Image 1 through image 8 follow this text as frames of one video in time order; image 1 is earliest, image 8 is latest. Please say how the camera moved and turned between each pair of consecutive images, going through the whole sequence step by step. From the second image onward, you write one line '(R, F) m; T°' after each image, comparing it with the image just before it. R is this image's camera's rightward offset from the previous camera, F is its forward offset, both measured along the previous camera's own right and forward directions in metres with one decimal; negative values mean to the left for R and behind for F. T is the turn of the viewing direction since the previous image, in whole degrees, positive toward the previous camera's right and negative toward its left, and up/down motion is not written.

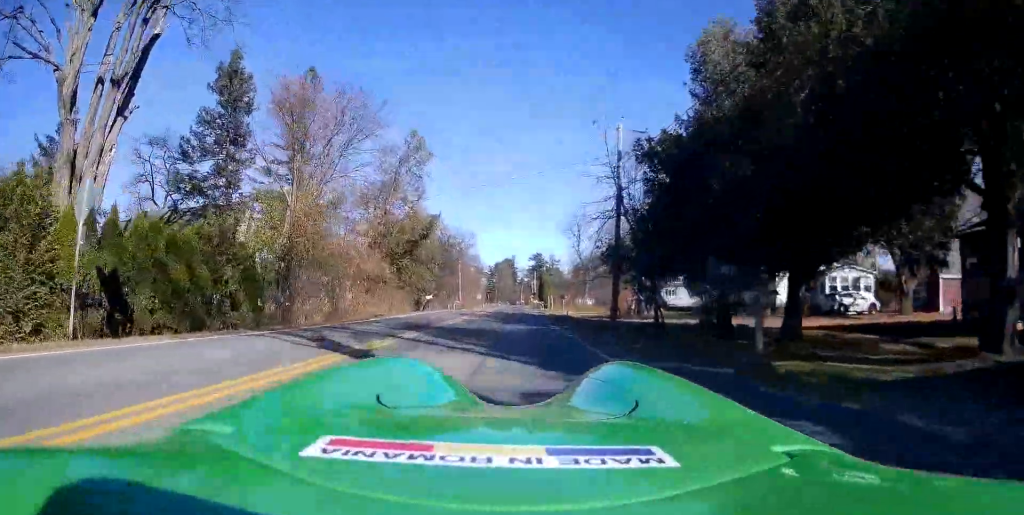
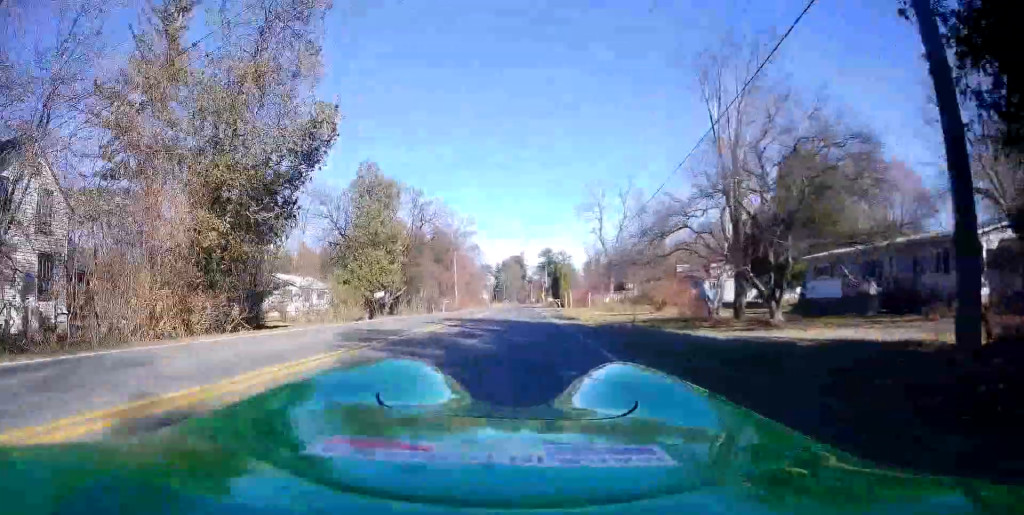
(+0.7, +19.4) m; +2°
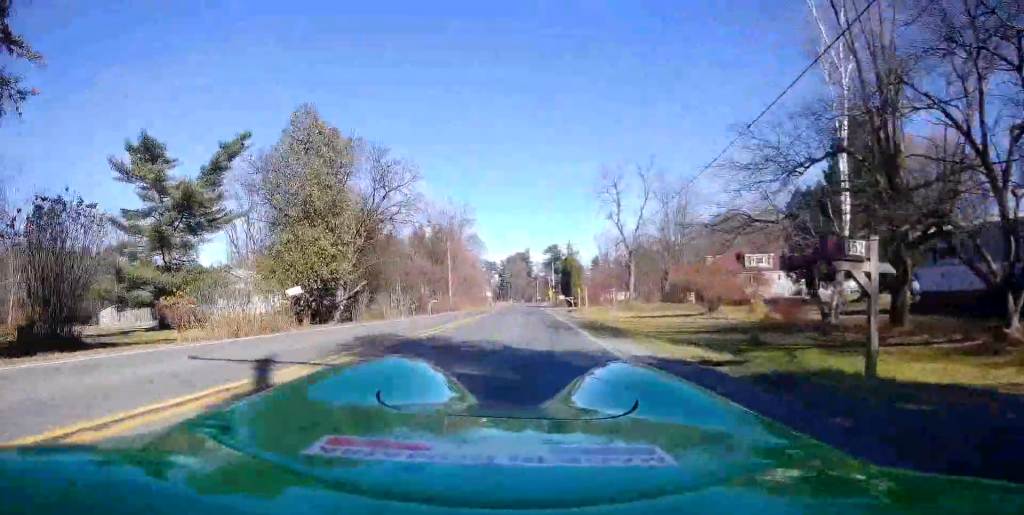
(0.0, +12.0) m; 0°
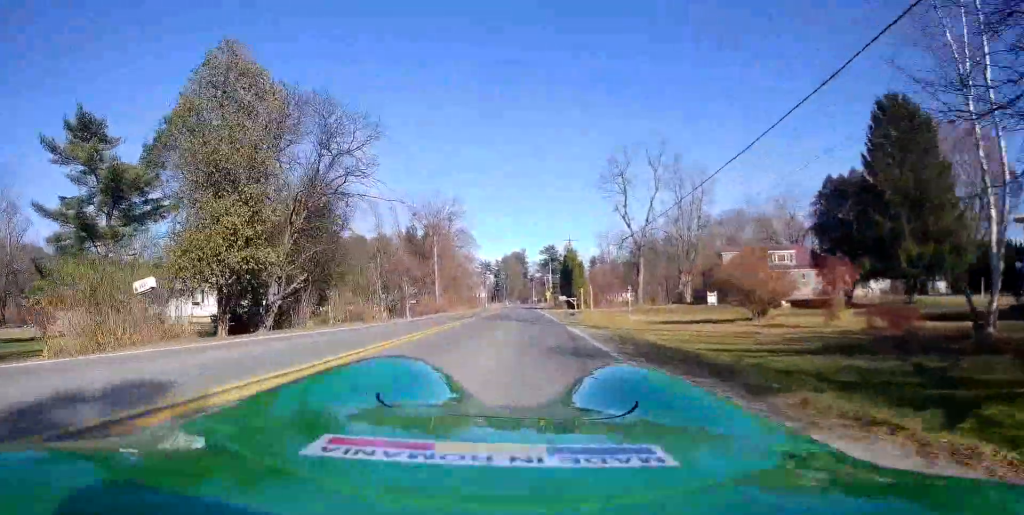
(+0.1, +8.1) m; -1°
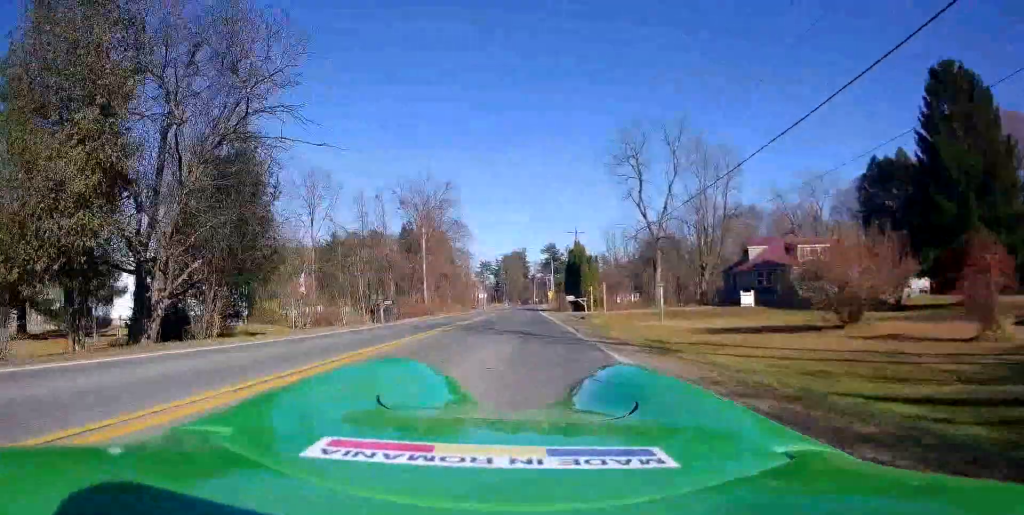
(-0.2, +7.6) m; -1°
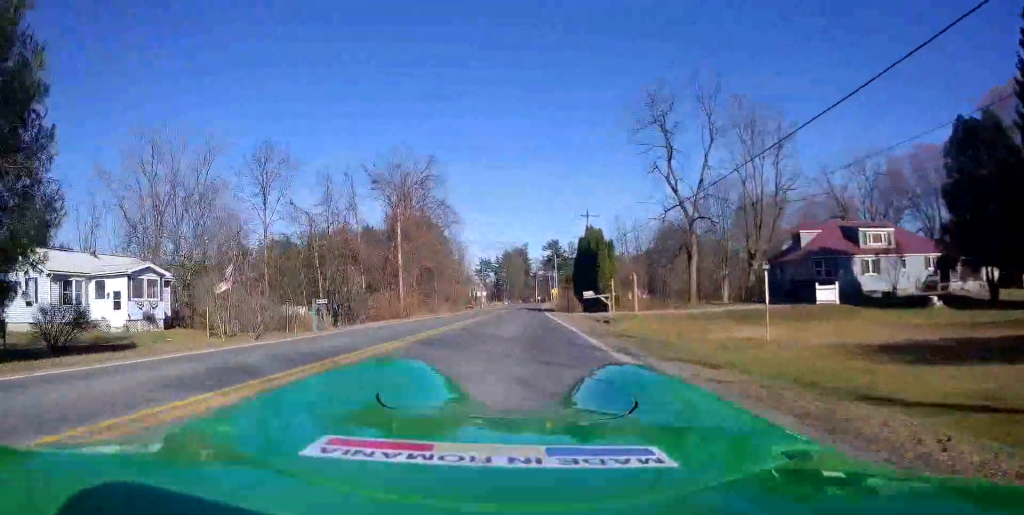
(0.0, +11.5) m; 0°
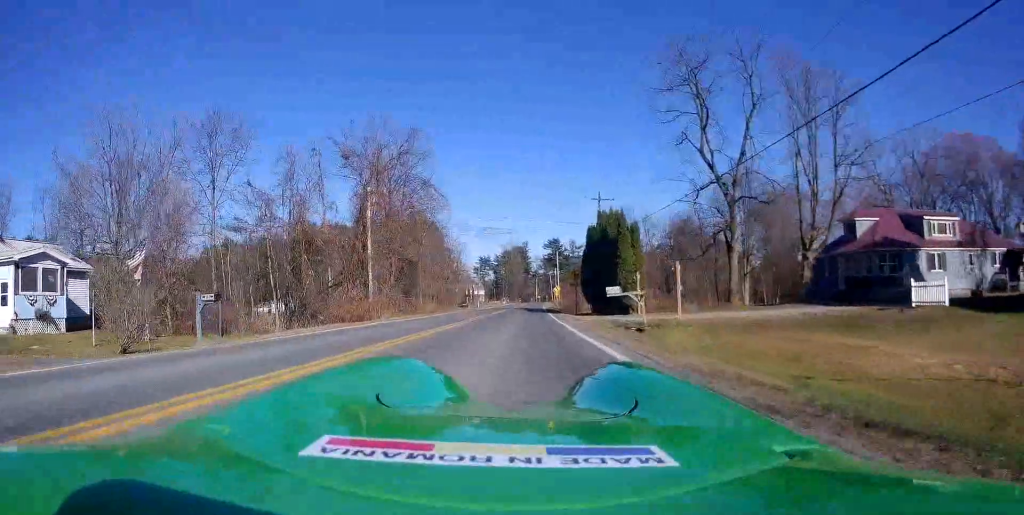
(0.0, +8.9) m; 0°
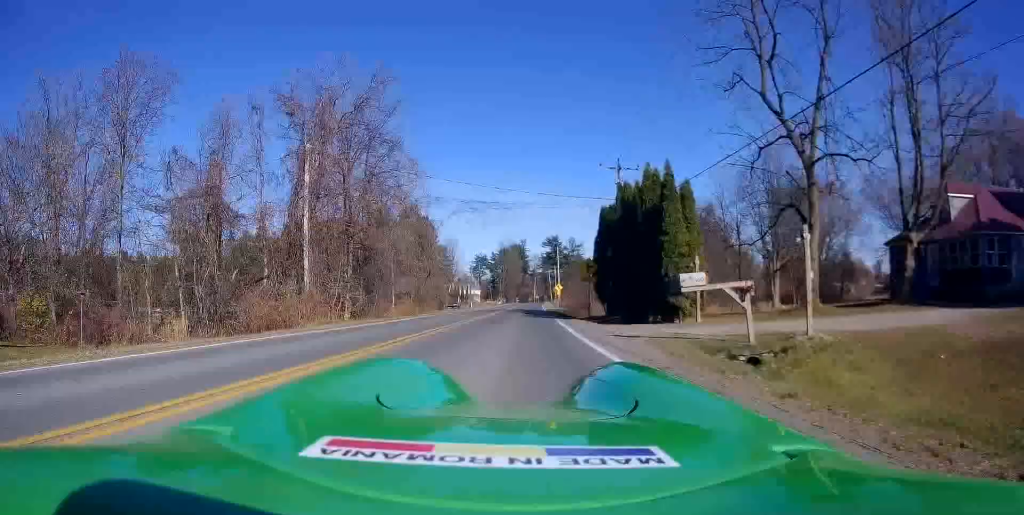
(0.0, +10.5) m; 0°
